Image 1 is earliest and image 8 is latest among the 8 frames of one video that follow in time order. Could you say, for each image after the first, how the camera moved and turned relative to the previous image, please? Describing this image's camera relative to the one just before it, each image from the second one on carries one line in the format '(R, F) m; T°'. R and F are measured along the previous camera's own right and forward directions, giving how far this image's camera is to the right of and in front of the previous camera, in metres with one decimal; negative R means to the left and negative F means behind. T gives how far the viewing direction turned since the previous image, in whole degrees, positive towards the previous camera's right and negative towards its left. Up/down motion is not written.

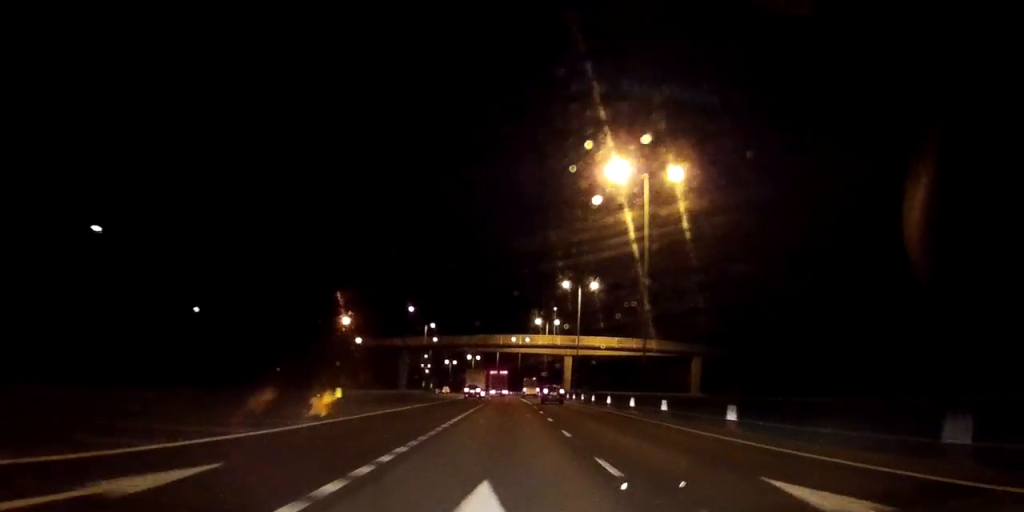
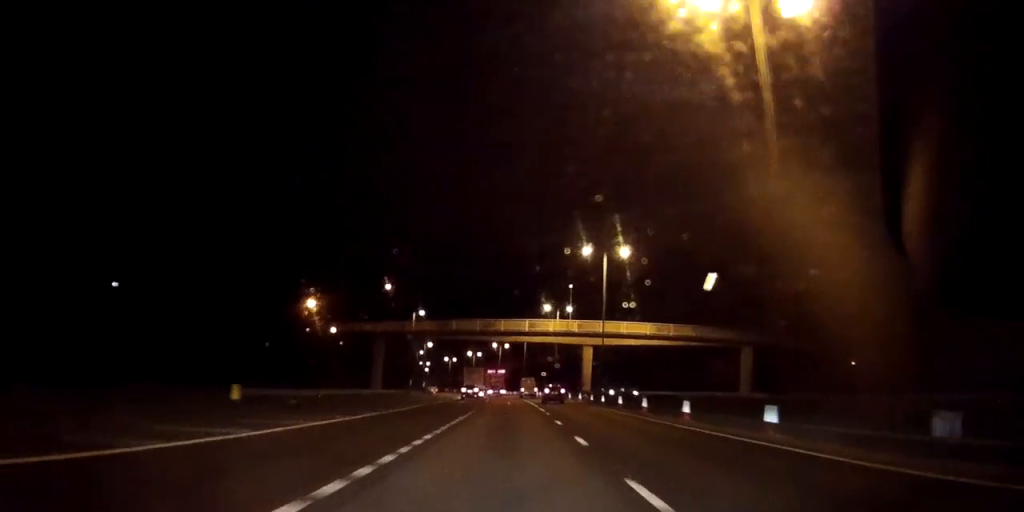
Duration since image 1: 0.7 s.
(+0.4, +21.4) m; +1°
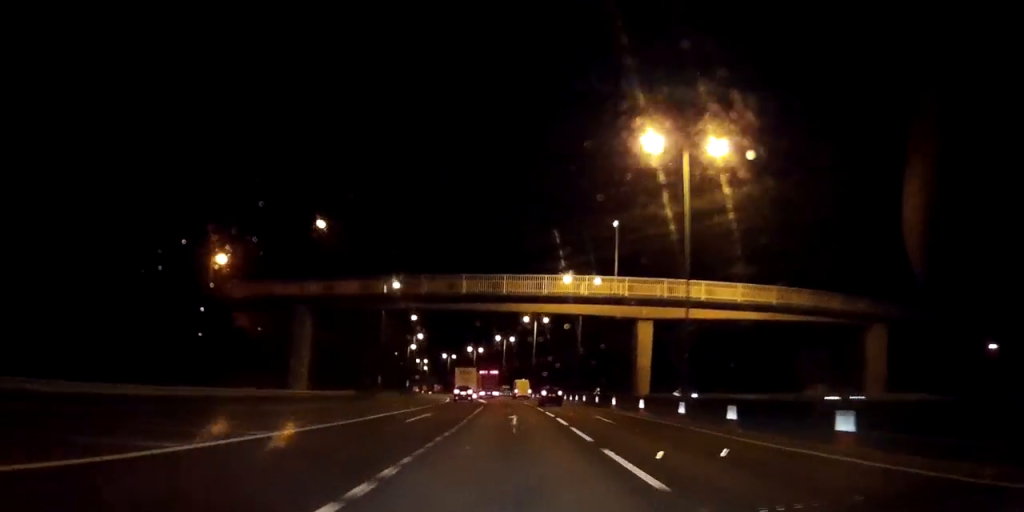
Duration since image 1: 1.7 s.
(+0.1, +30.5) m; 0°
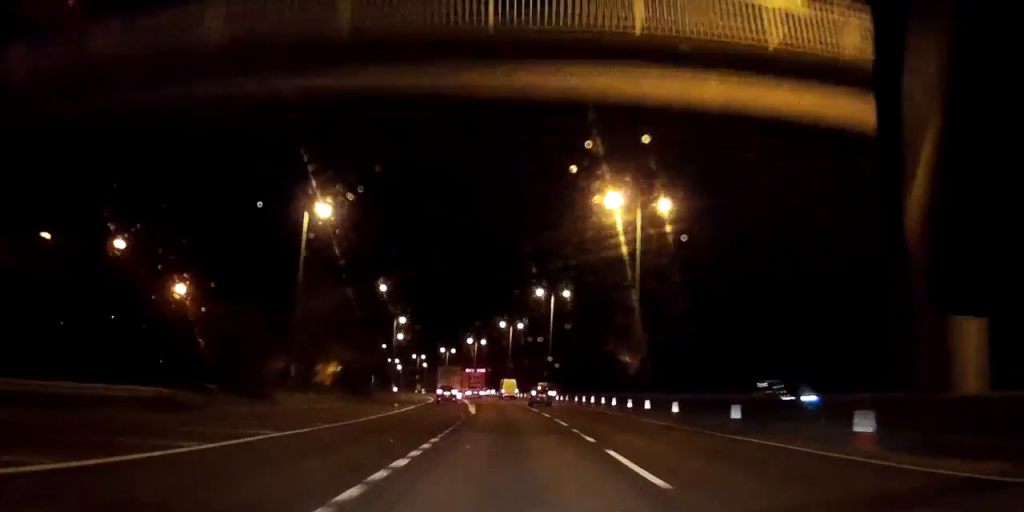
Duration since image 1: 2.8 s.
(-0.2, +34.2) m; -1°
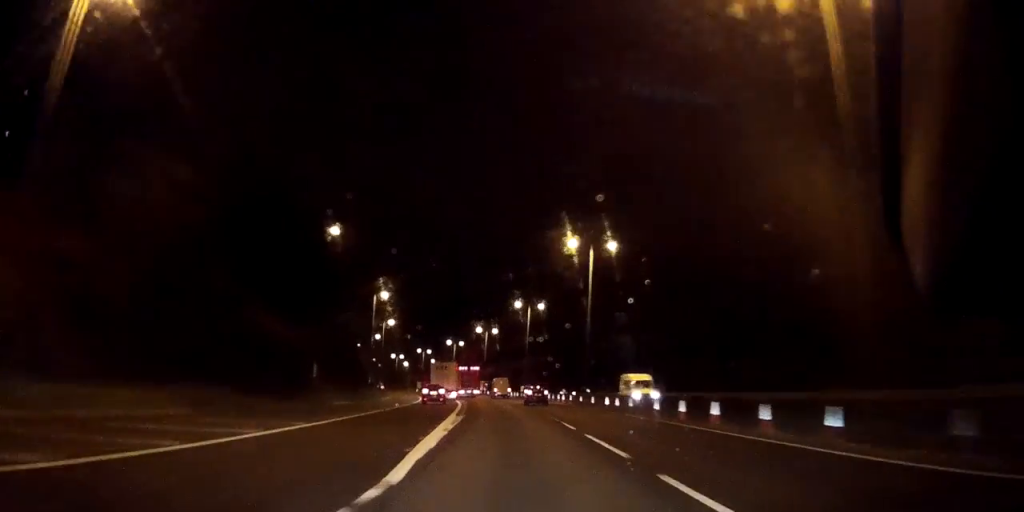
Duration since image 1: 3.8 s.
(-0.2, +30.0) m; 0°
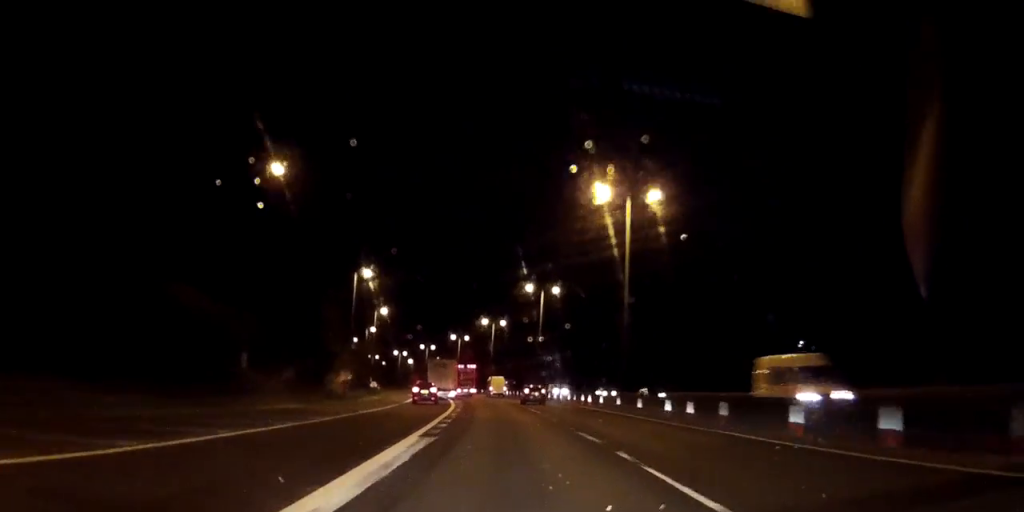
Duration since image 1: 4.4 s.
(0.0, +16.0) m; 0°
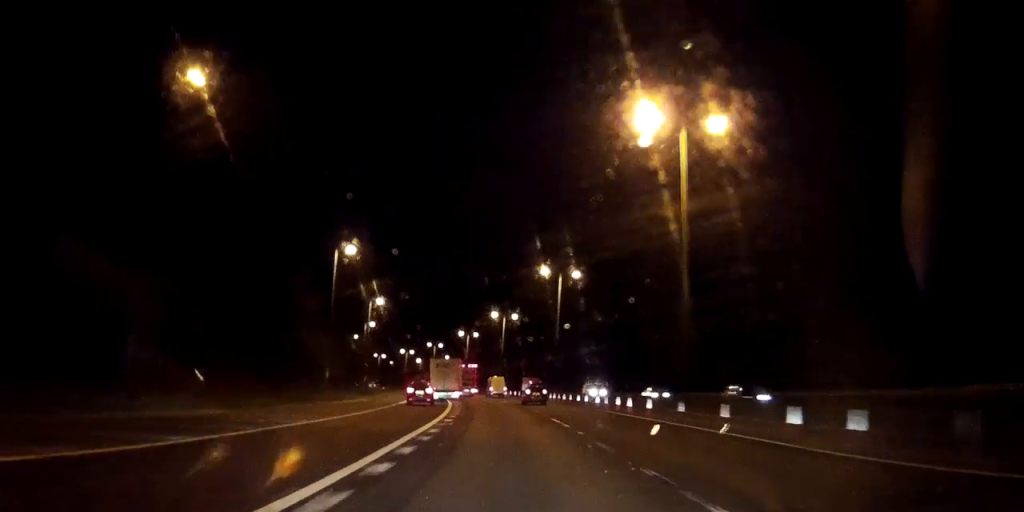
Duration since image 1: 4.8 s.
(0.0, +13.0) m; 0°
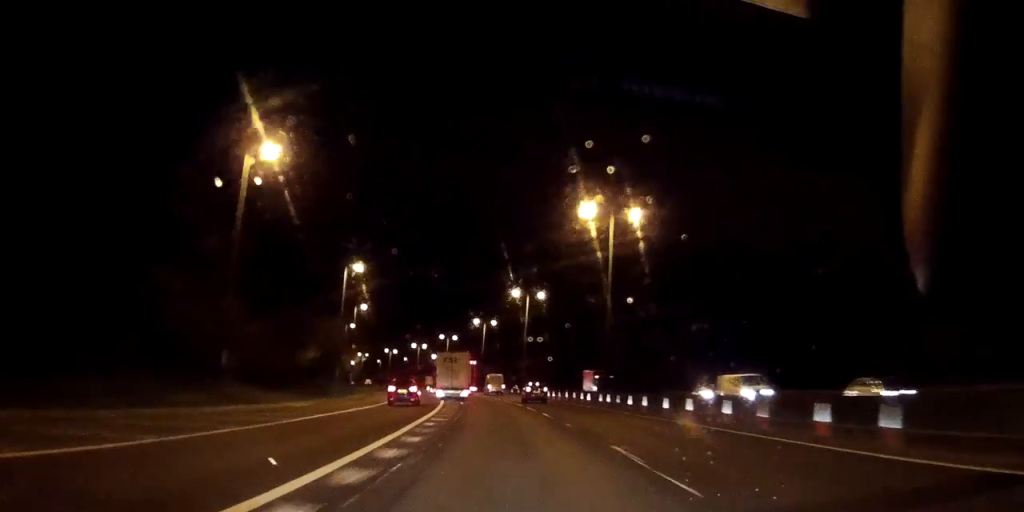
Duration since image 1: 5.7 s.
(-0.1, +26.0) m; -1°
